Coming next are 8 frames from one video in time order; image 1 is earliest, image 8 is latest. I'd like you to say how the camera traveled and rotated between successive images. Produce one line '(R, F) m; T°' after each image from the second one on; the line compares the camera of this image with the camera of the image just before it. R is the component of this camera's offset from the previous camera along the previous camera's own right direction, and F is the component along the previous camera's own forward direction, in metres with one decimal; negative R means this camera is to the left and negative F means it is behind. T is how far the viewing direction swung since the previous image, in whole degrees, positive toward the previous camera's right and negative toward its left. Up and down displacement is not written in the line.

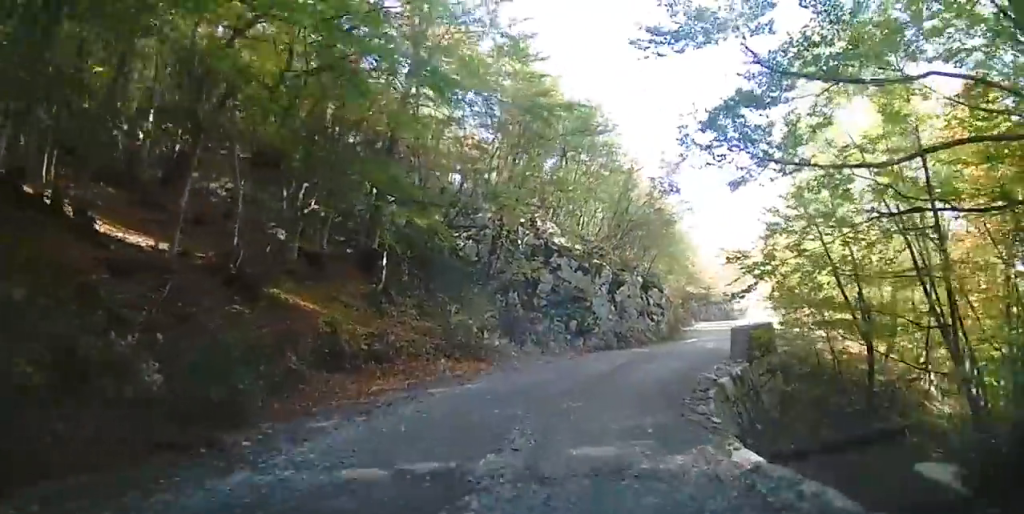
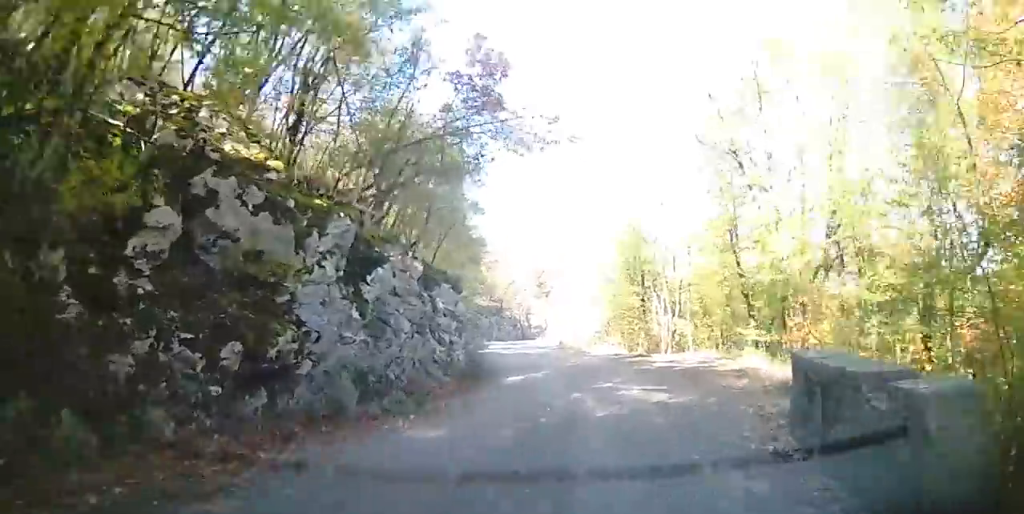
(+1.9, +11.3) m; +24°
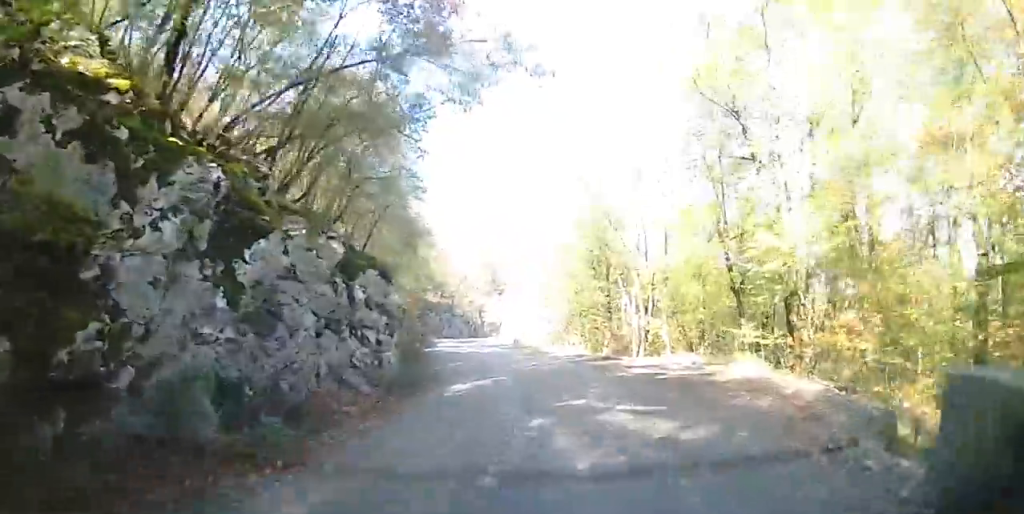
(+0.2, +2.6) m; +5°
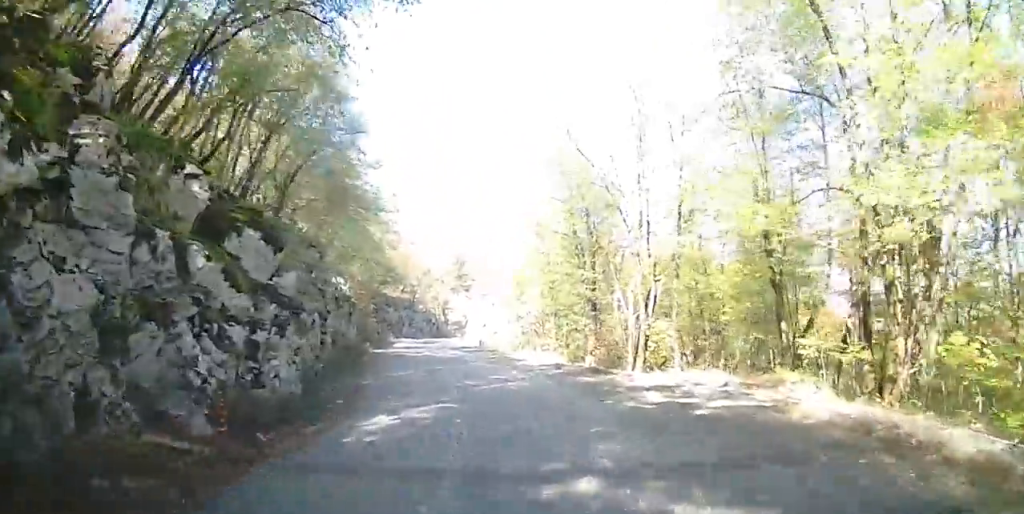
(+0.4, +3.8) m; +6°
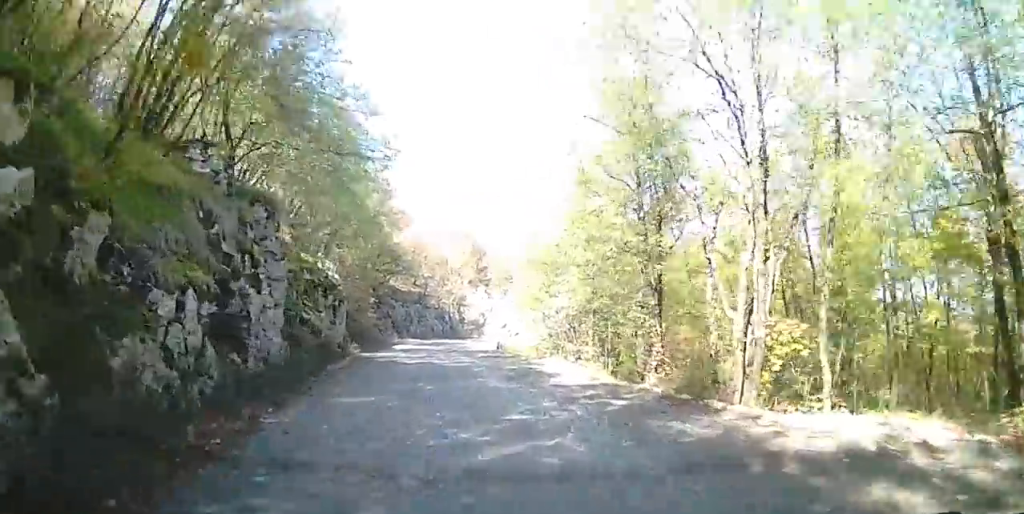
(0.0, +5.6) m; 0°
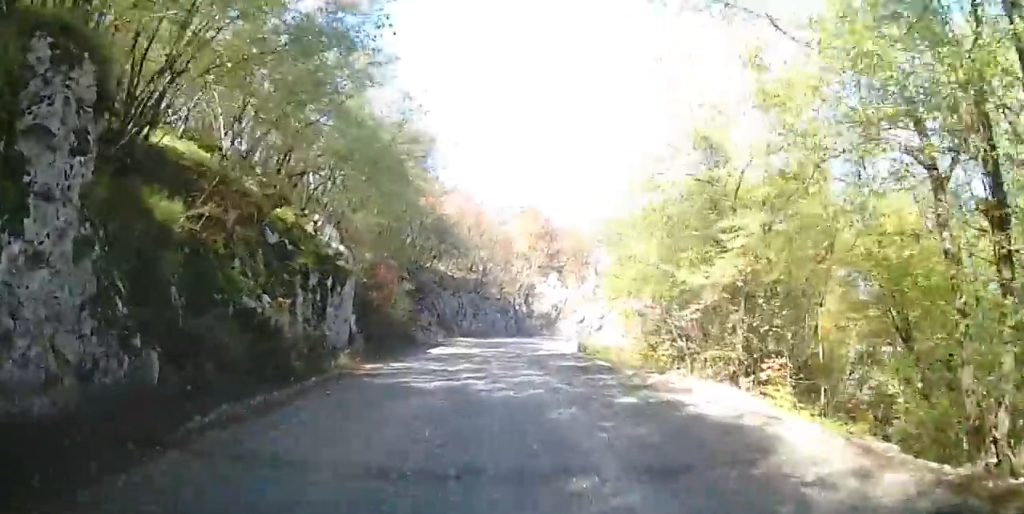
(-0.3, +8.0) m; -8°
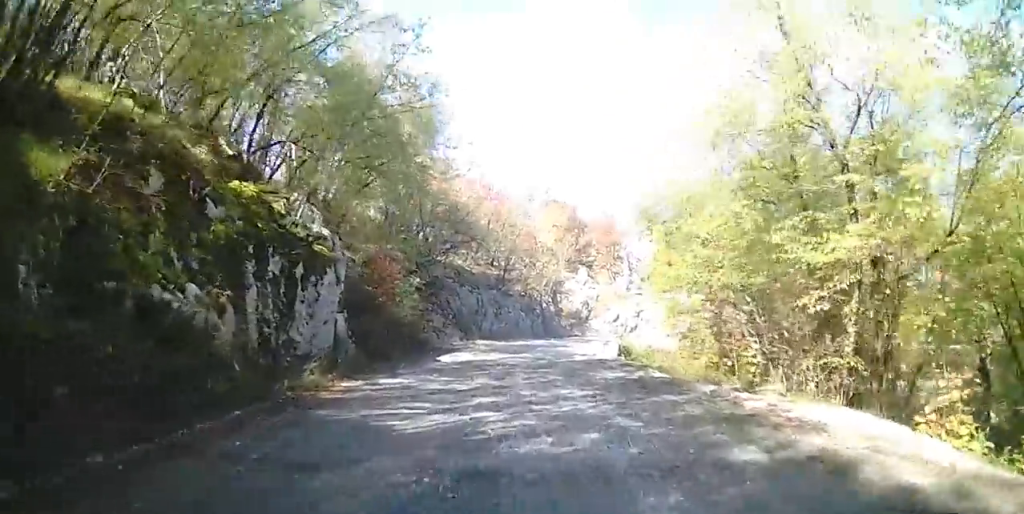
(-0.4, +3.4) m; -2°
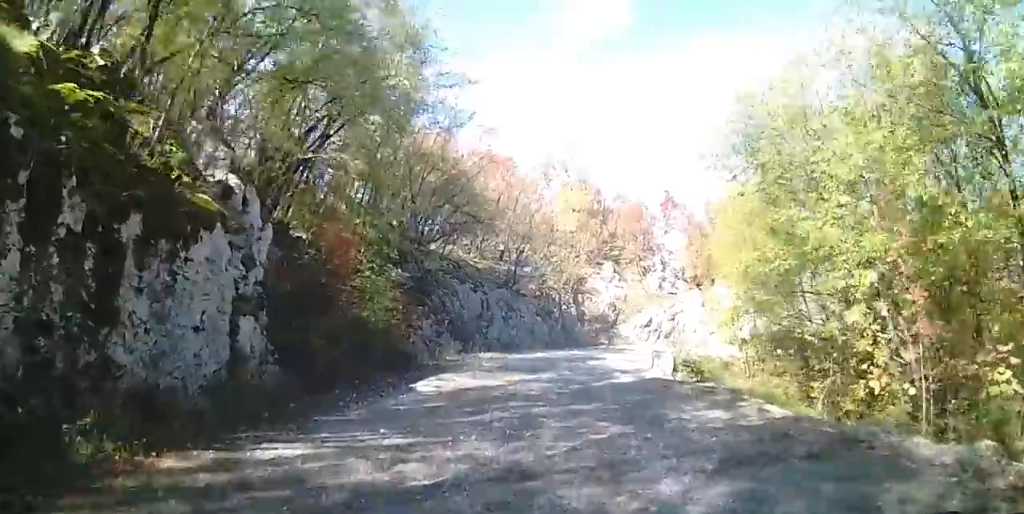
(+0.1, +5.3) m; 0°
